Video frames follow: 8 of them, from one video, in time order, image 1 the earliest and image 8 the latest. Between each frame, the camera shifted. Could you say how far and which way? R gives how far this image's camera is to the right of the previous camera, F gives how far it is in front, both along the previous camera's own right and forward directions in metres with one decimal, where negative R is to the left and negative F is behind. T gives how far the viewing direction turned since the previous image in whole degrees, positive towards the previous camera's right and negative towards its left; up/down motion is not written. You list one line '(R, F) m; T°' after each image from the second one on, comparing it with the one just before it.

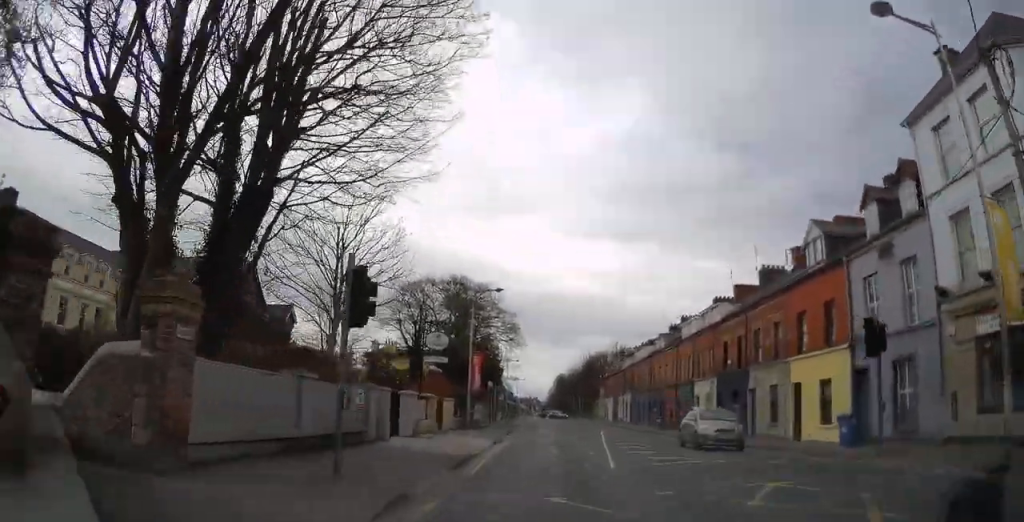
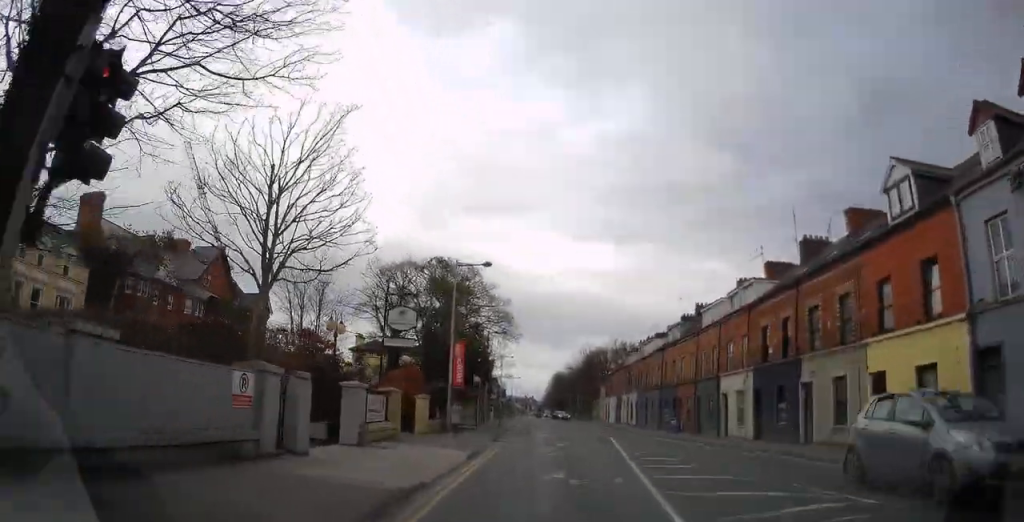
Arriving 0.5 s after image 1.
(-0.2, +7.0) m; 0°
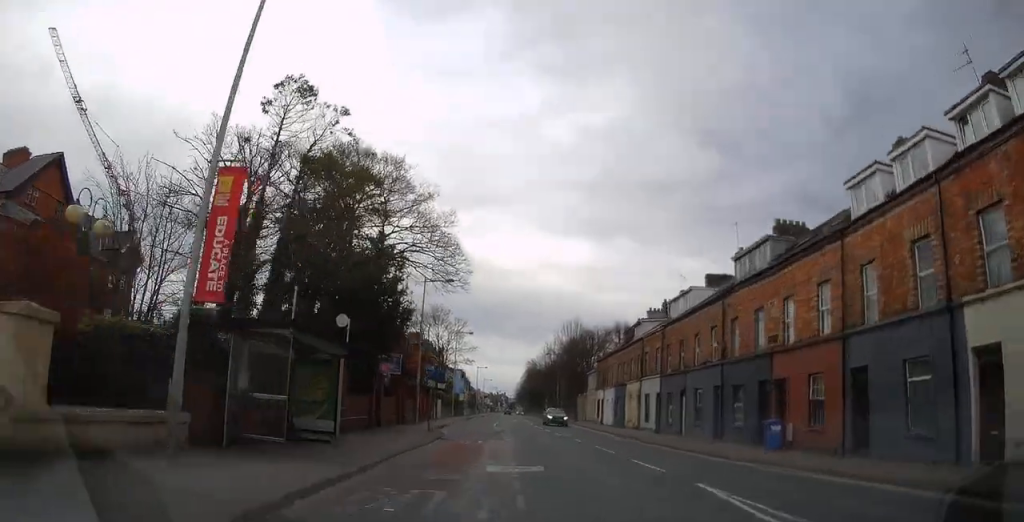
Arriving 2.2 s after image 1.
(+0.1, +23.2) m; 0°
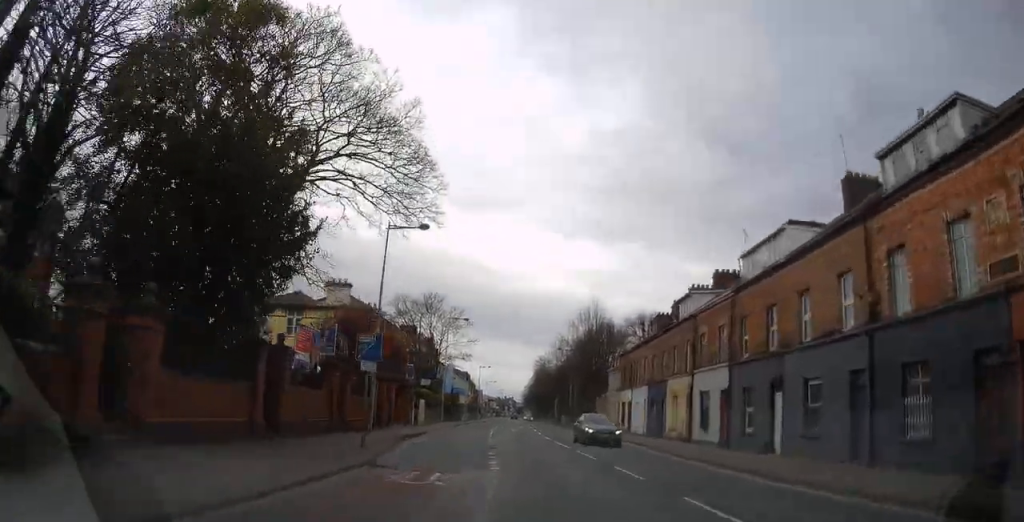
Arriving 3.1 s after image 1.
(-0.1, +12.6) m; +1°
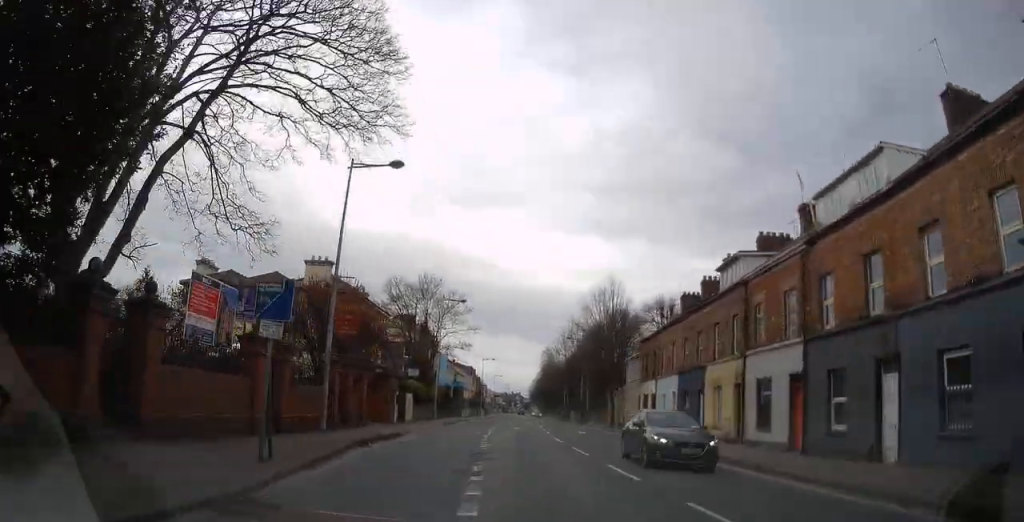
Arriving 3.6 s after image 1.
(+0.1, +7.0) m; +1°
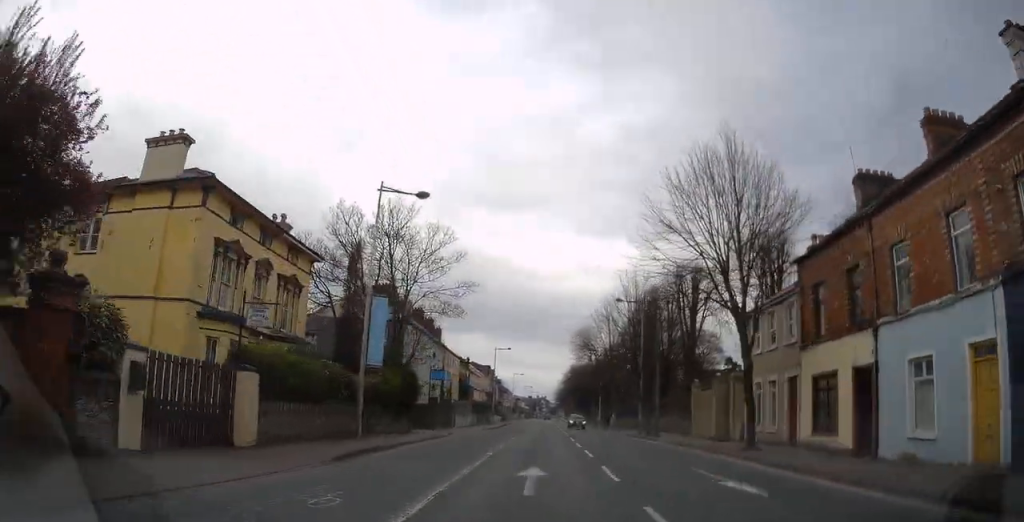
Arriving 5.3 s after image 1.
(-0.4, +24.9) m; -2°
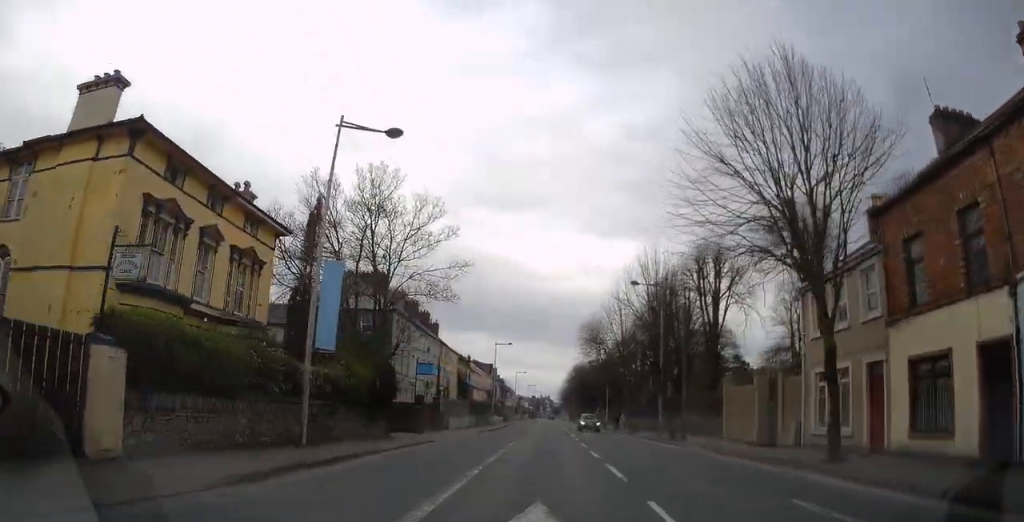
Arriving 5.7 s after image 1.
(-0.2, +5.6) m; 0°
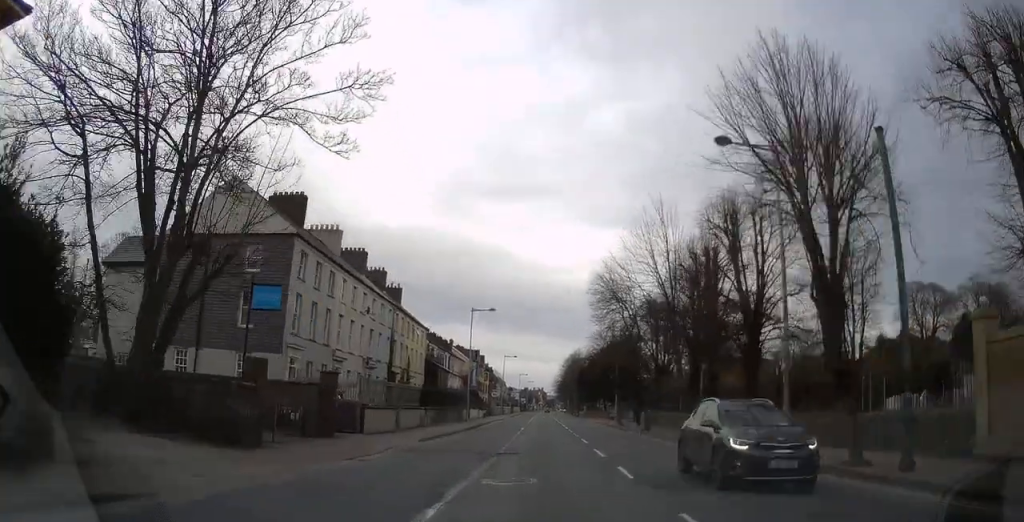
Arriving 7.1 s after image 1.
(+0.6, +19.6) m; +1°
